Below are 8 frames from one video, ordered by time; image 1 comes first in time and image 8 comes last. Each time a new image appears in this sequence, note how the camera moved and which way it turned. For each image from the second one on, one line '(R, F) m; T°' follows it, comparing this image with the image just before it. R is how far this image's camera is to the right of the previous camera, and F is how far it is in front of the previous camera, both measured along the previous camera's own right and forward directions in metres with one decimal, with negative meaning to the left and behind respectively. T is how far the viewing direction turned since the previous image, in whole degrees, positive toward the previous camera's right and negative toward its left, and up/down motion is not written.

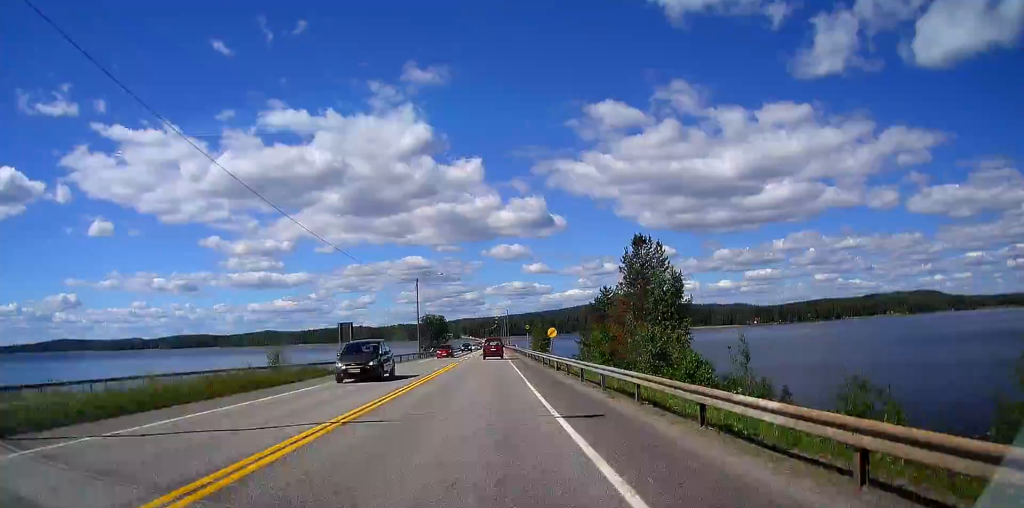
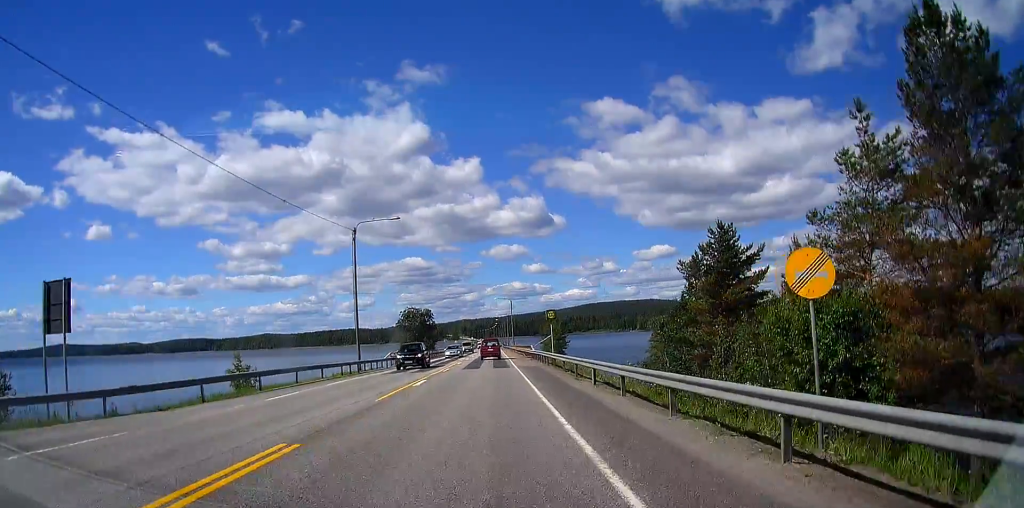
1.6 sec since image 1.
(-0.6, +34.3) m; -1°
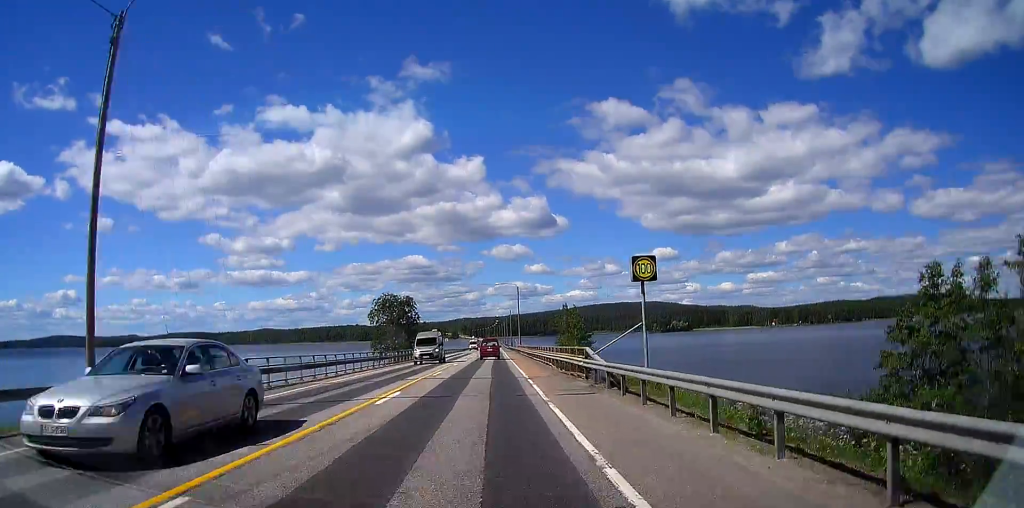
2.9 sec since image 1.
(+0.5, +29.6) m; +1°
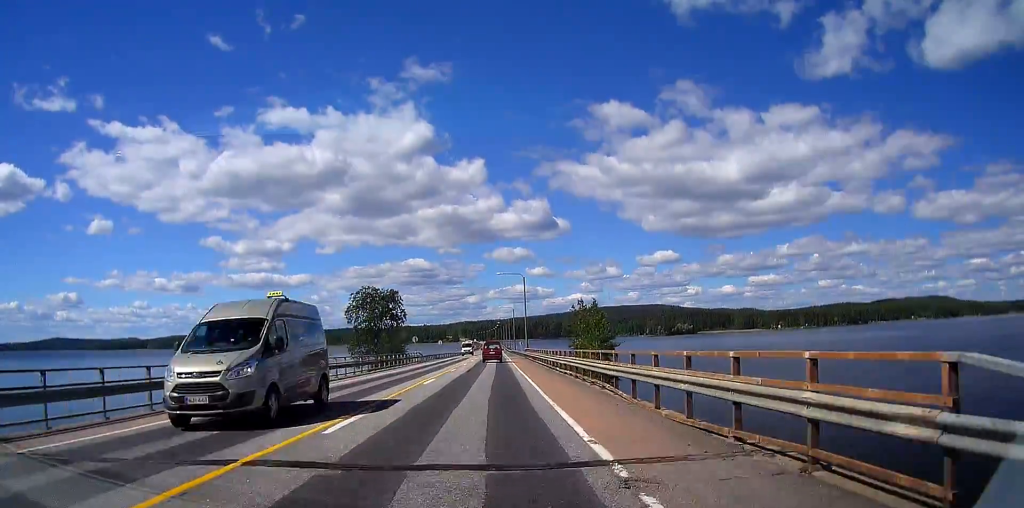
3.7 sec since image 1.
(+0.1, +16.5) m; -1°
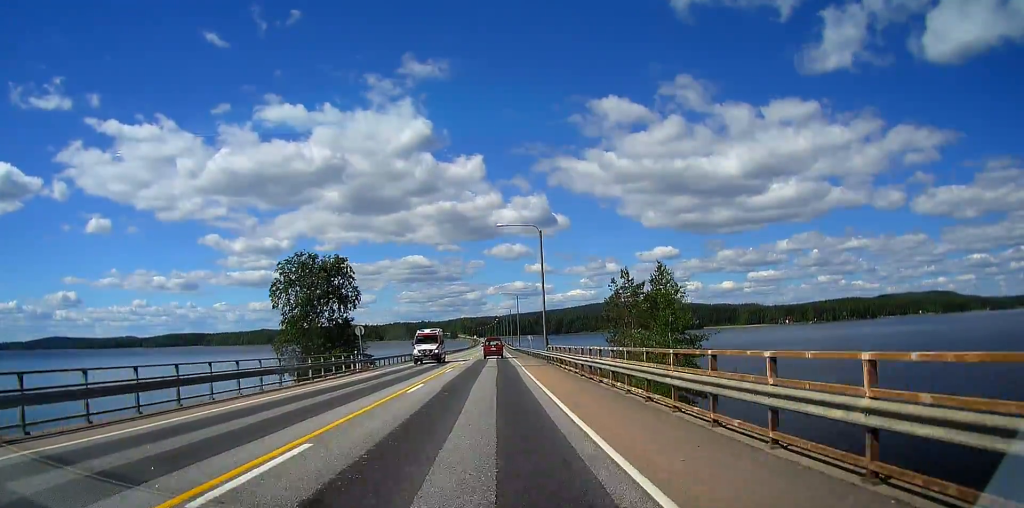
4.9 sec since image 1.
(-0.4, +28.6) m; 0°
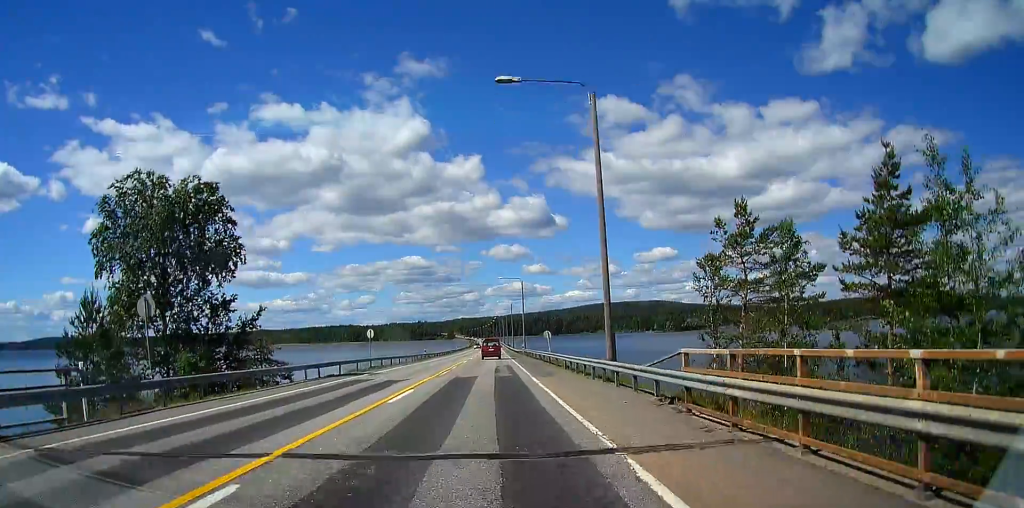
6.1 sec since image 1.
(+0.4, +26.6) m; +1°
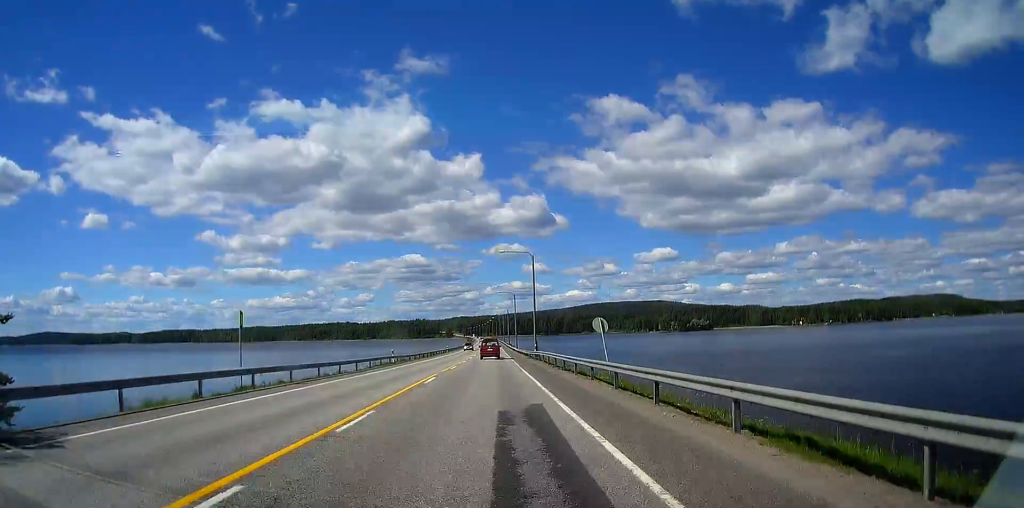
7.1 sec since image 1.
(-0.2, +24.1) m; -1°
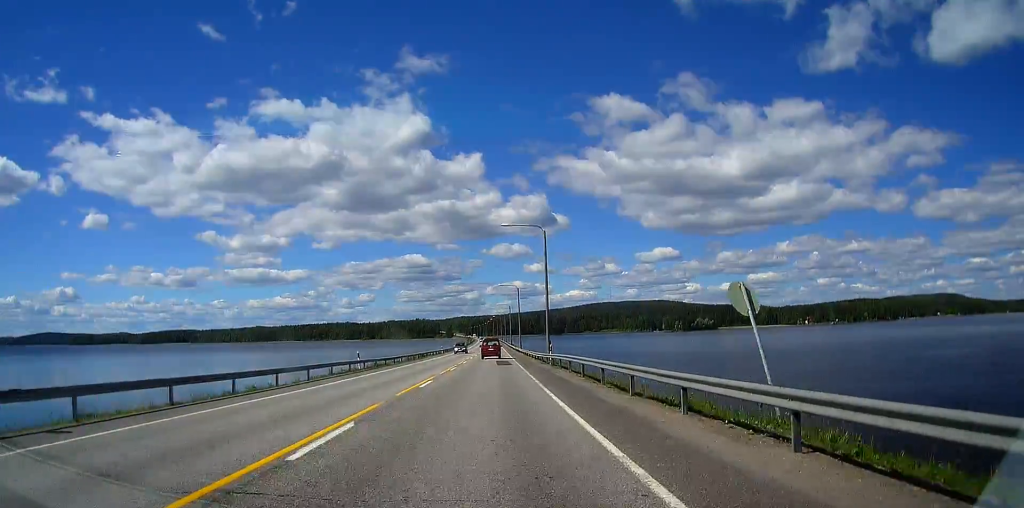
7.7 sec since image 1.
(-0.3, +13.7) m; 0°
